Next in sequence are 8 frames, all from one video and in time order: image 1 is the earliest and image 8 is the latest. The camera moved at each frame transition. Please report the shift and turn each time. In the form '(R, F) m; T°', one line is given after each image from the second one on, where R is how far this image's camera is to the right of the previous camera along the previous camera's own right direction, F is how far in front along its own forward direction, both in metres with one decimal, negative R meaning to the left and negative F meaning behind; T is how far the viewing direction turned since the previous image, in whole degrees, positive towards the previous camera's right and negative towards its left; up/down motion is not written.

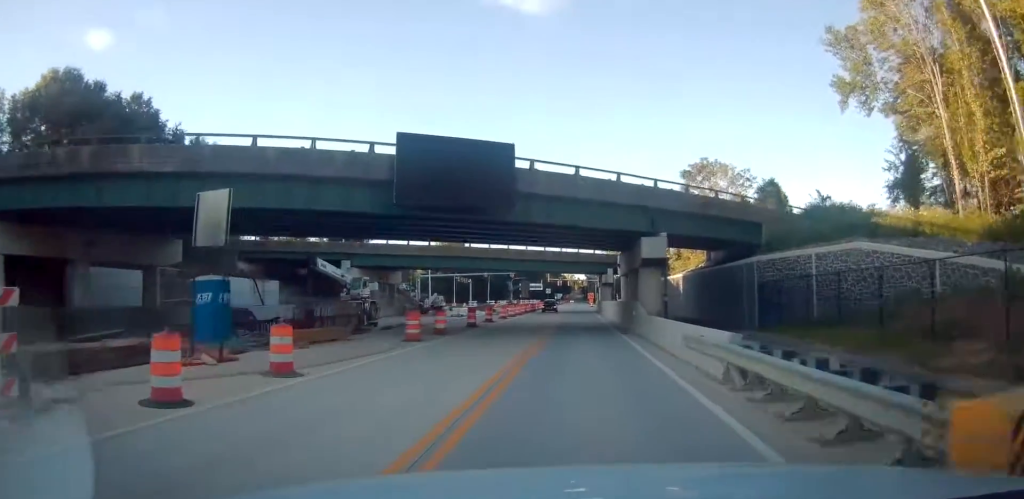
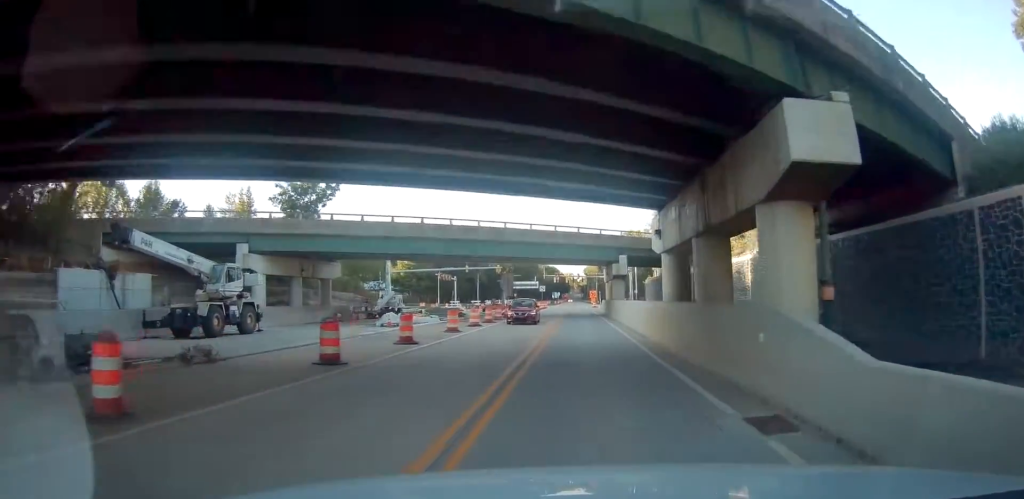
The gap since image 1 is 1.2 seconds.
(-0.1, +18.8) m; +1°
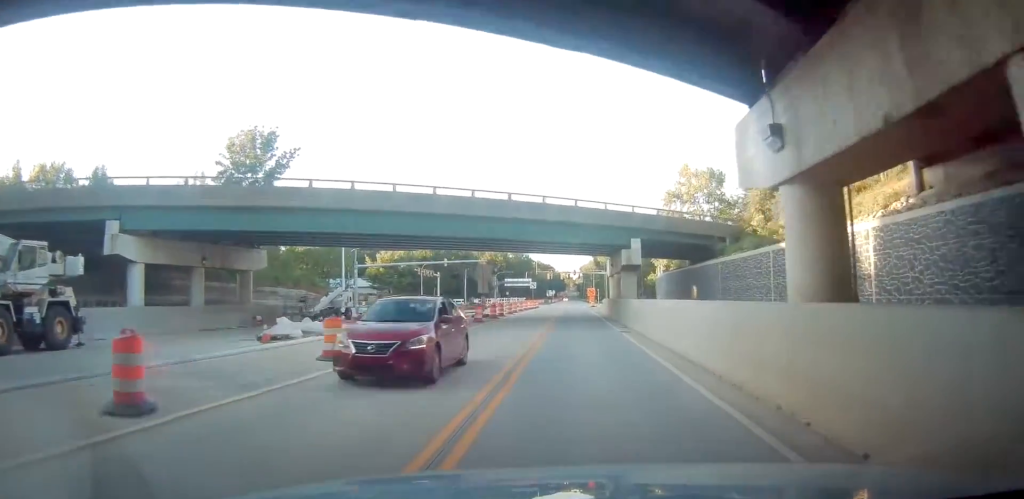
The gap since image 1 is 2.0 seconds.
(+0.3, +13.3) m; 0°
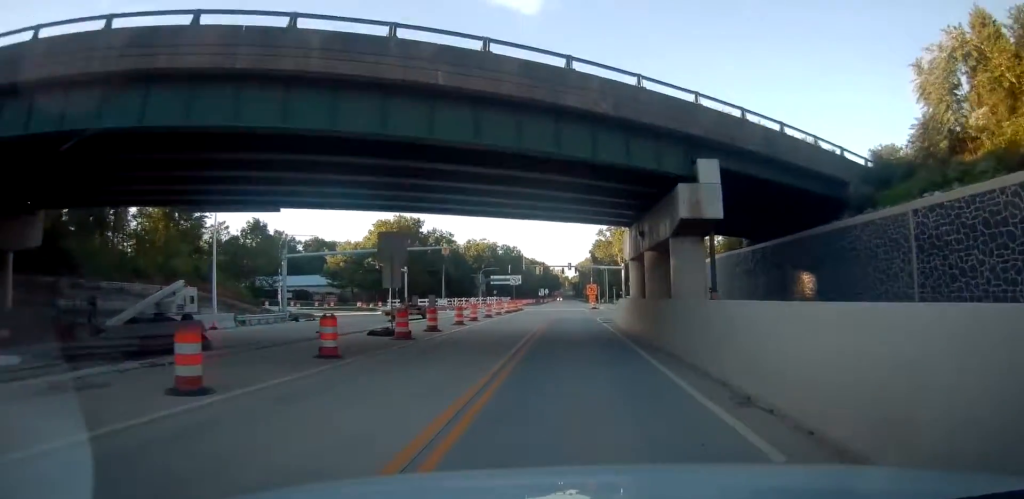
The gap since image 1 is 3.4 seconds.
(-0.3, +21.3) m; -1°
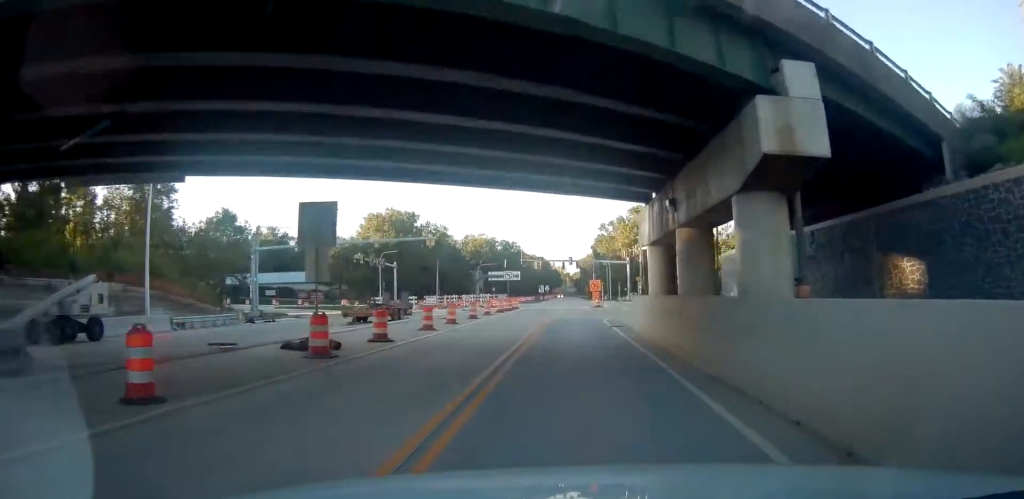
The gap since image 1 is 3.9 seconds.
(0.0, +7.2) m; 0°
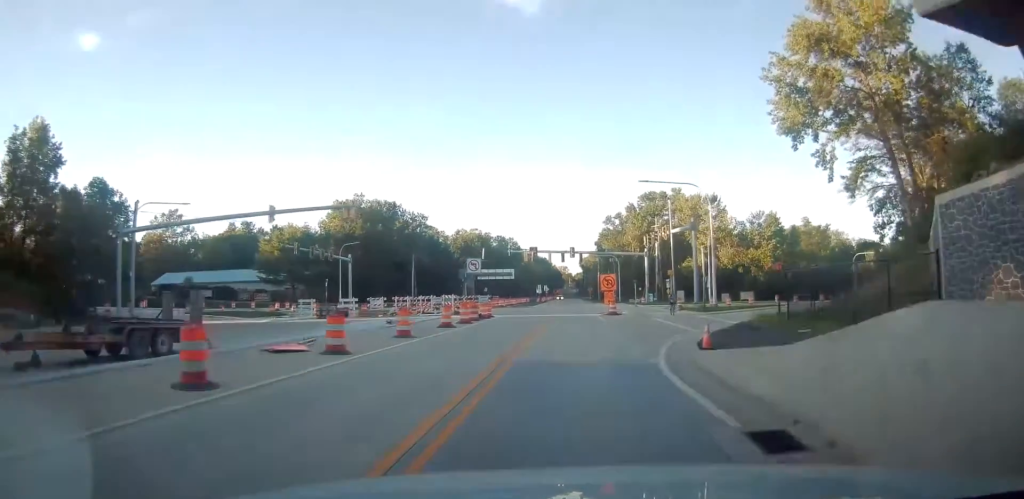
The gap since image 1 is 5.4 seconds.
(+0.1, +22.7) m; 0°
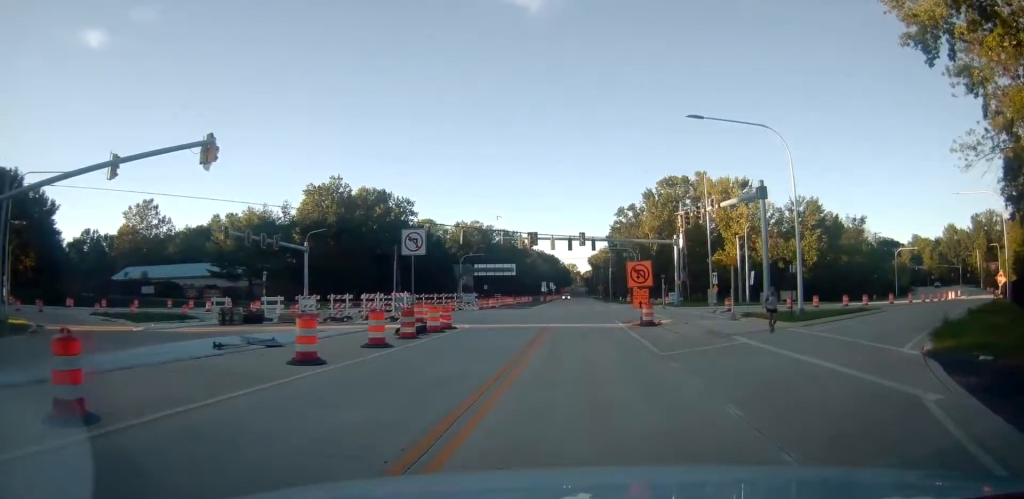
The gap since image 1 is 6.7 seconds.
(-0.2, +18.0) m; -1°
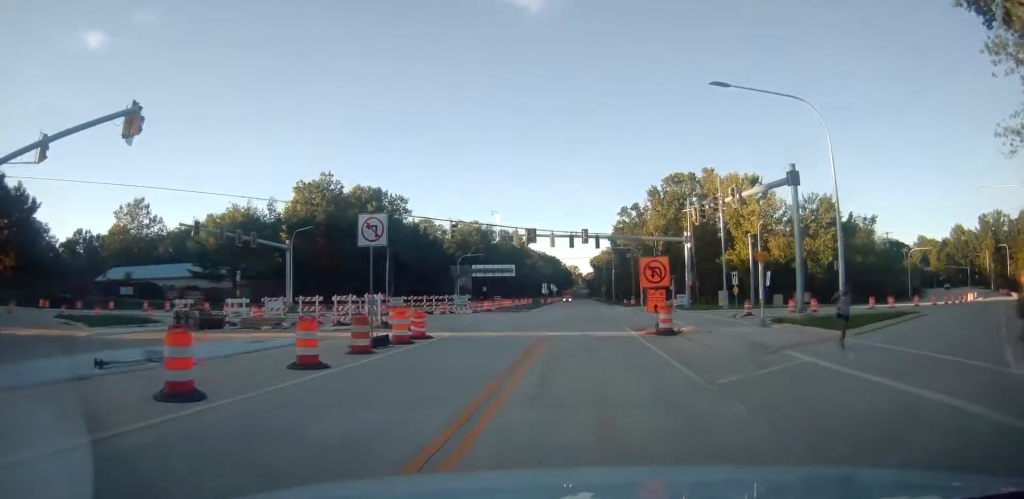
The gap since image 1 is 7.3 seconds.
(-0.2, +6.0) m; 0°
